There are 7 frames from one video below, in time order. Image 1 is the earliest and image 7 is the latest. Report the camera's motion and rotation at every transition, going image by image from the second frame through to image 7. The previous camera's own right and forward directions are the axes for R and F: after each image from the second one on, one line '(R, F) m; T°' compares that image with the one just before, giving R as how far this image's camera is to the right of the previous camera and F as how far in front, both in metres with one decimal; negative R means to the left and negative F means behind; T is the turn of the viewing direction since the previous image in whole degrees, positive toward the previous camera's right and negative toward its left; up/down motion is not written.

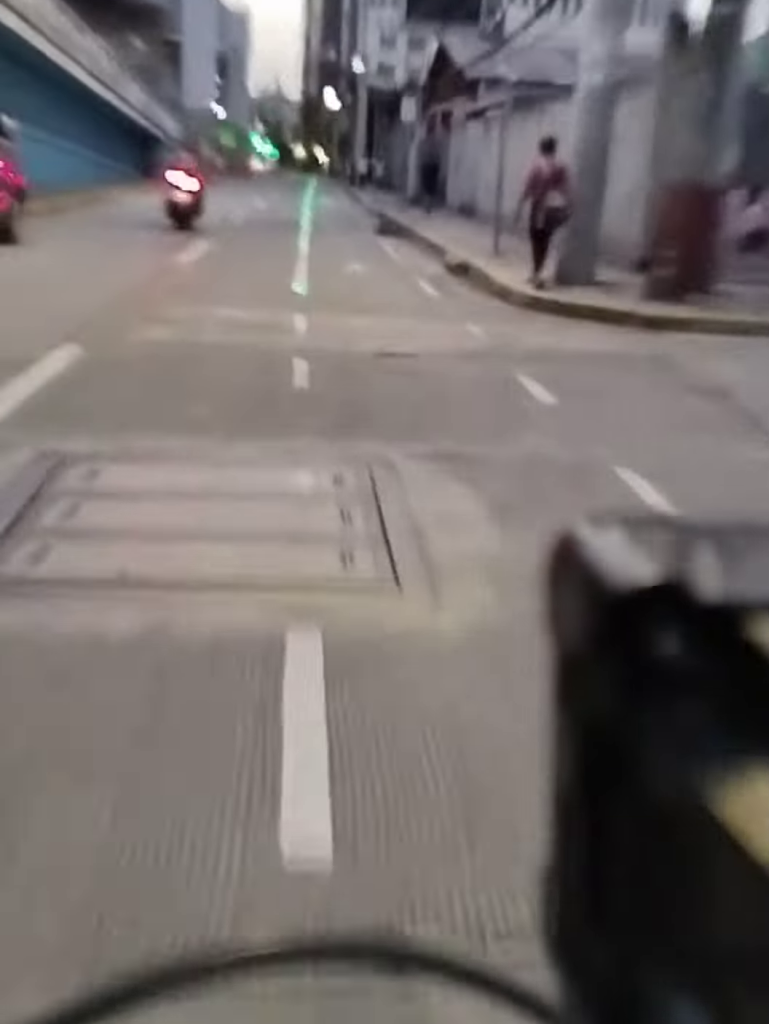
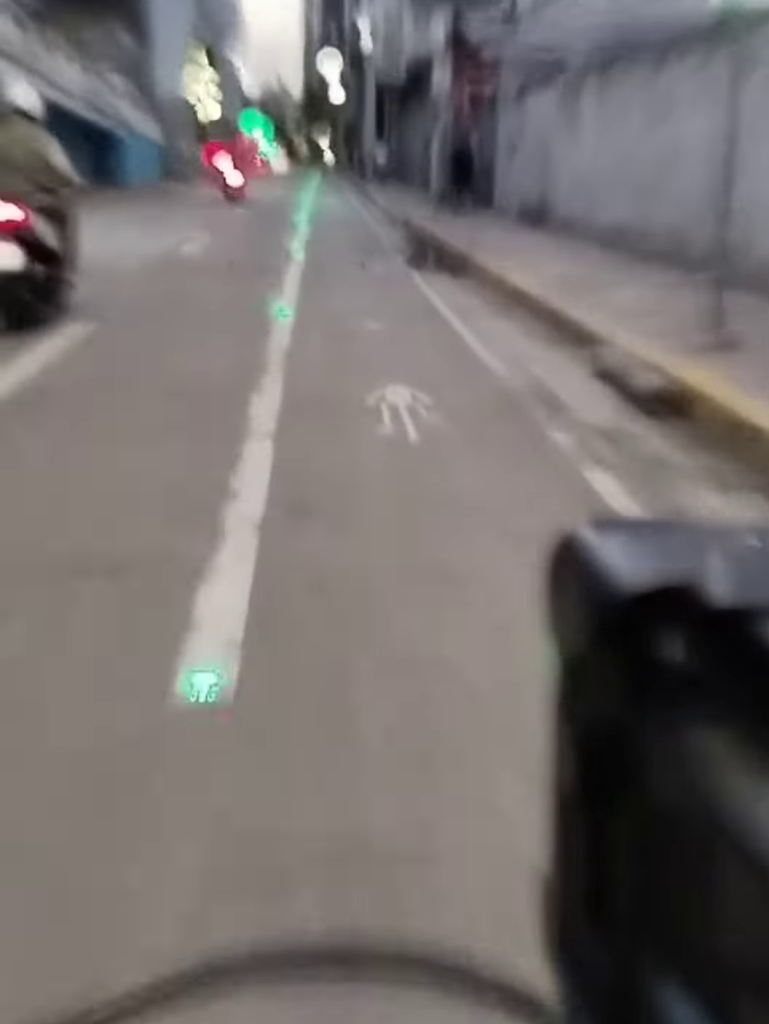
(-0.1, +8.3) m; -2°
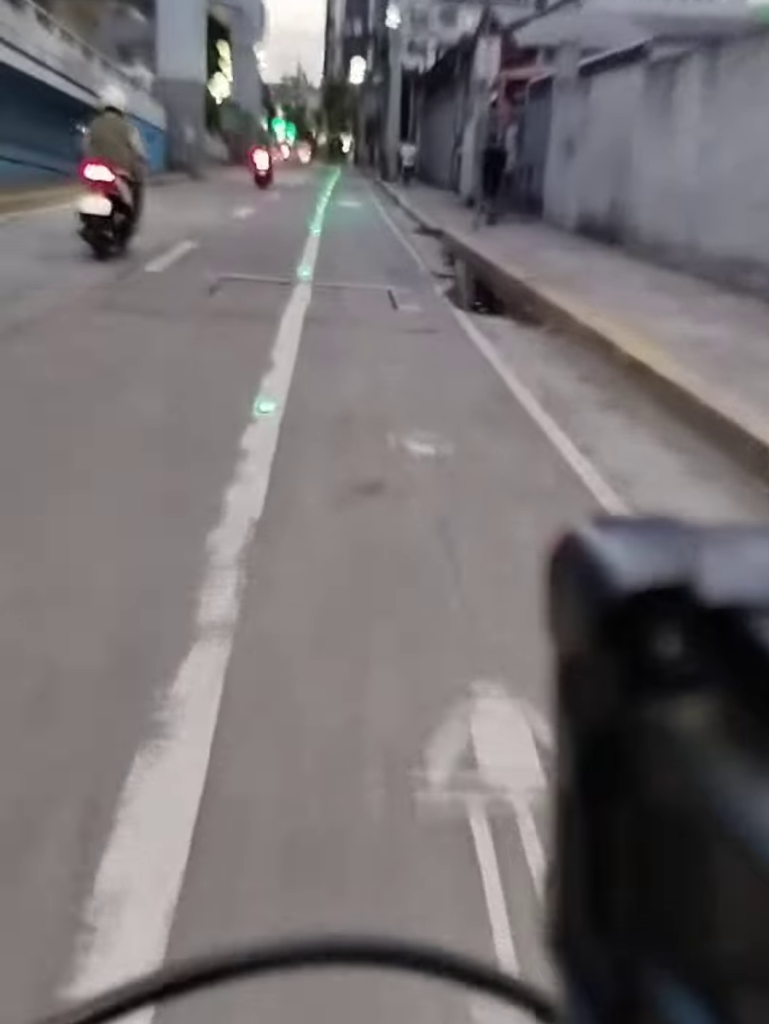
(-0.1, +3.5) m; -1°
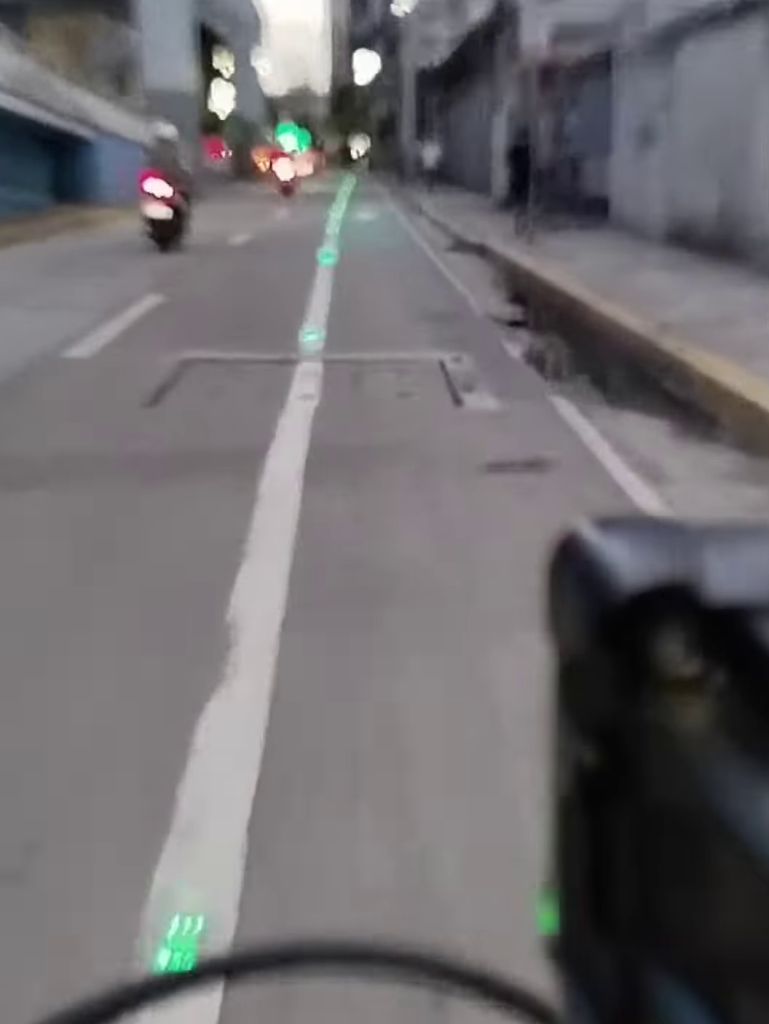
(0.0, +3.3) m; 0°
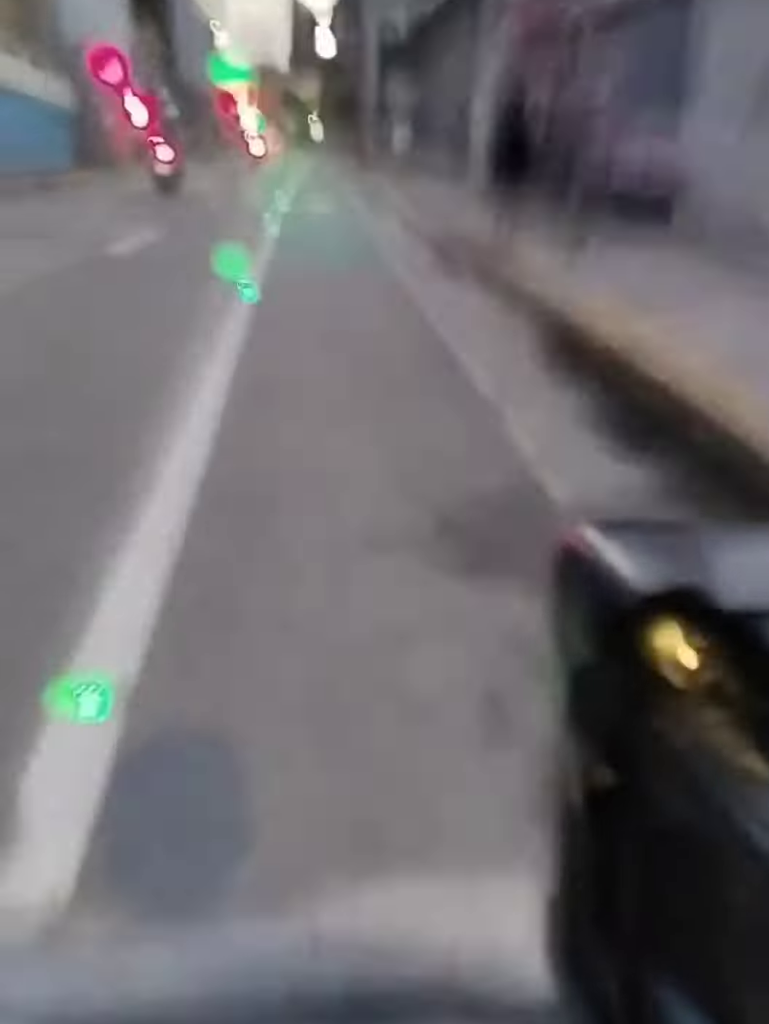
(0.0, +5.4) m; 0°
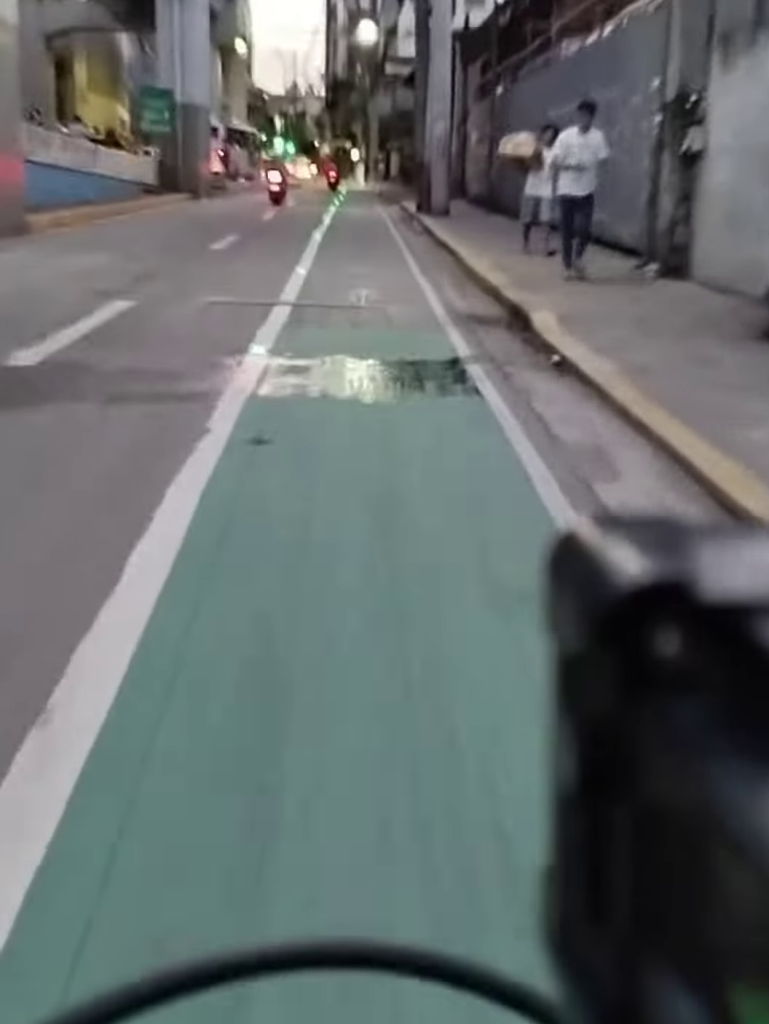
(+0.2, +13.2) m; +1°
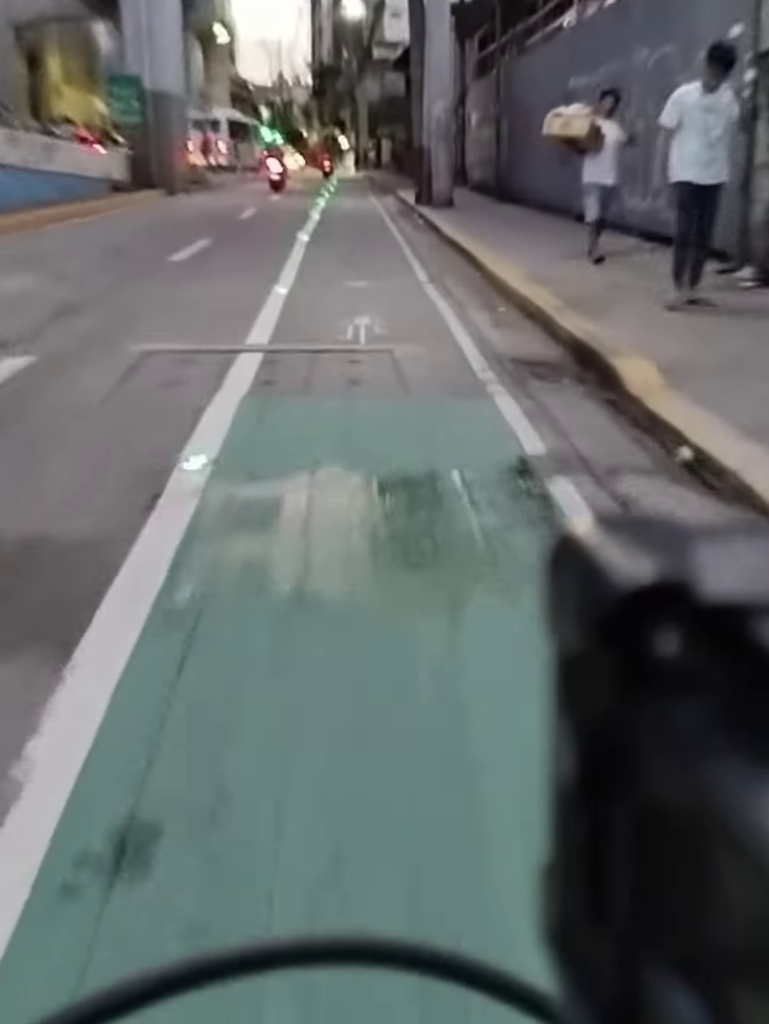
(0.0, +3.0) m; 0°
